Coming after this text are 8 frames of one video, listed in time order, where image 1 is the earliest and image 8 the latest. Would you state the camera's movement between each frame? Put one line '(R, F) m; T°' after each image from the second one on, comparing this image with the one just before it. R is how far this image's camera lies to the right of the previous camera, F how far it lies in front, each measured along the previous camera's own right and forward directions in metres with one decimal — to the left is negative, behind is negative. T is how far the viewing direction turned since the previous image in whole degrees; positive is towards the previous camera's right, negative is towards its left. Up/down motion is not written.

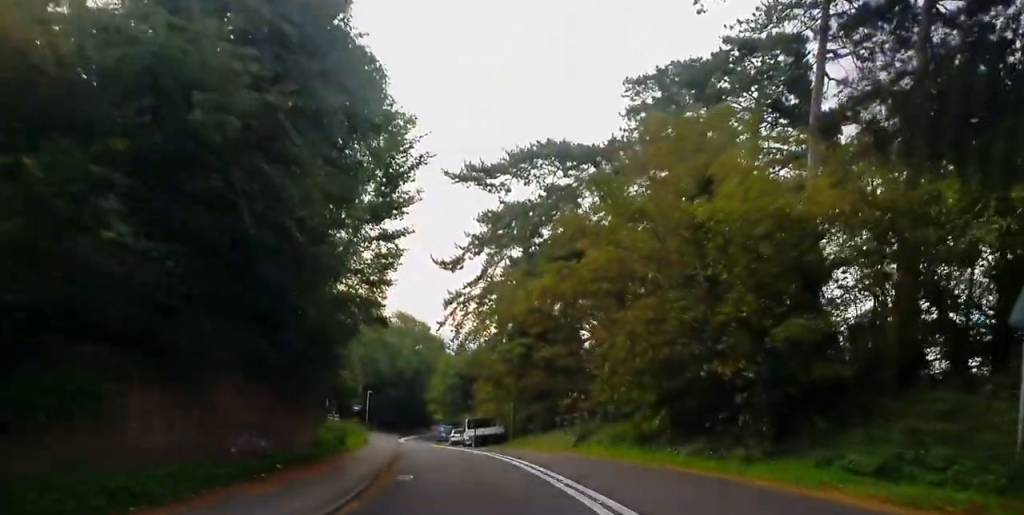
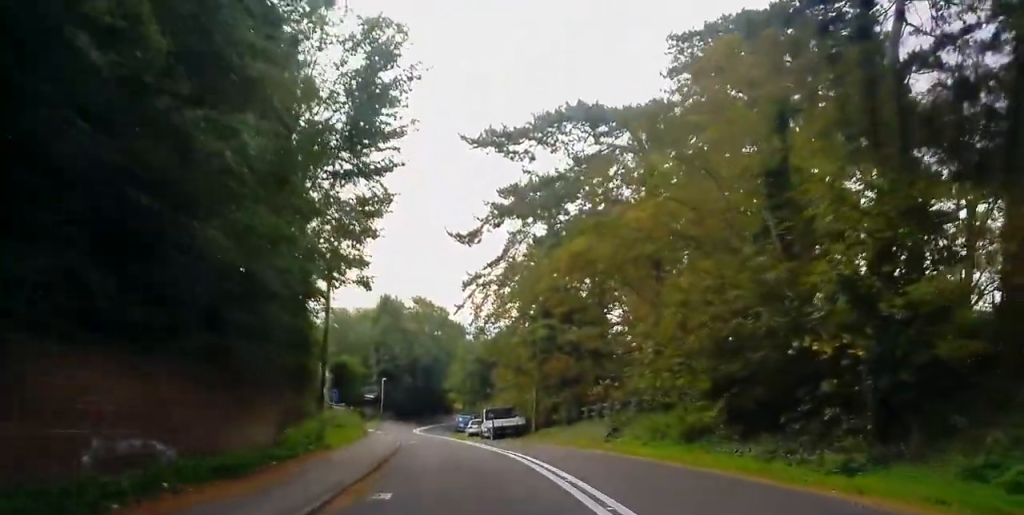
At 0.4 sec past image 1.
(+0.1, +5.0) m; 0°
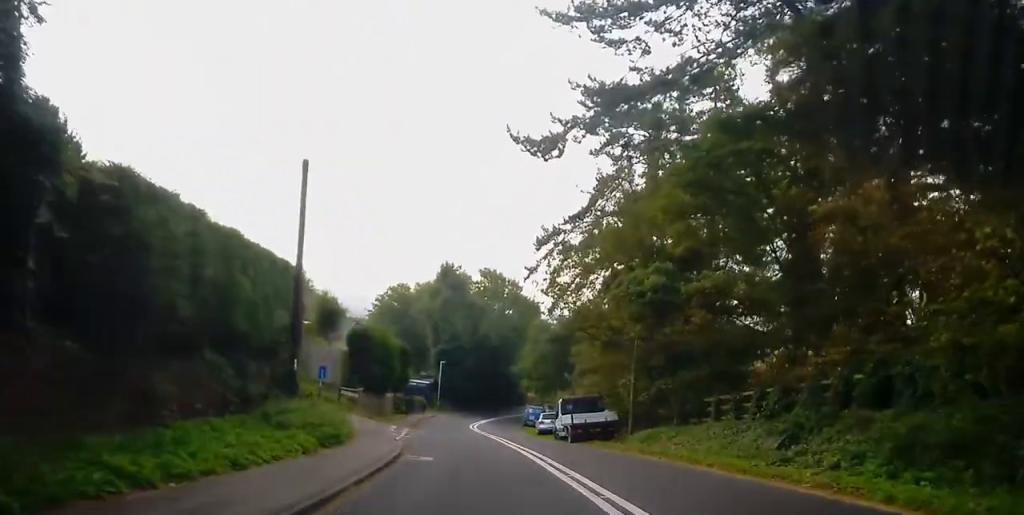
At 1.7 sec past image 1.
(-0.6, +14.9) m; -4°
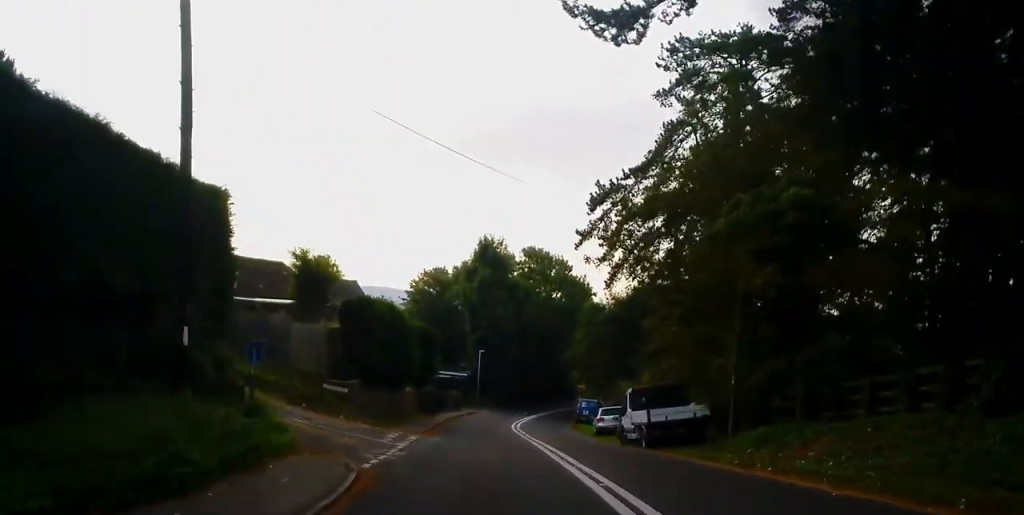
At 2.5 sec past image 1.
(-0.3, +10.3) m; -3°
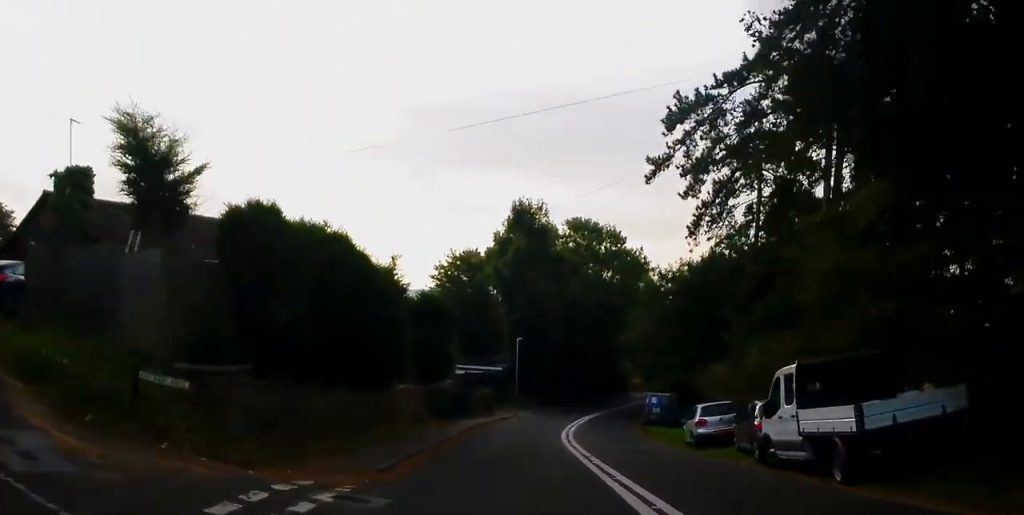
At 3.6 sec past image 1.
(-0.6, +14.0) m; -7°
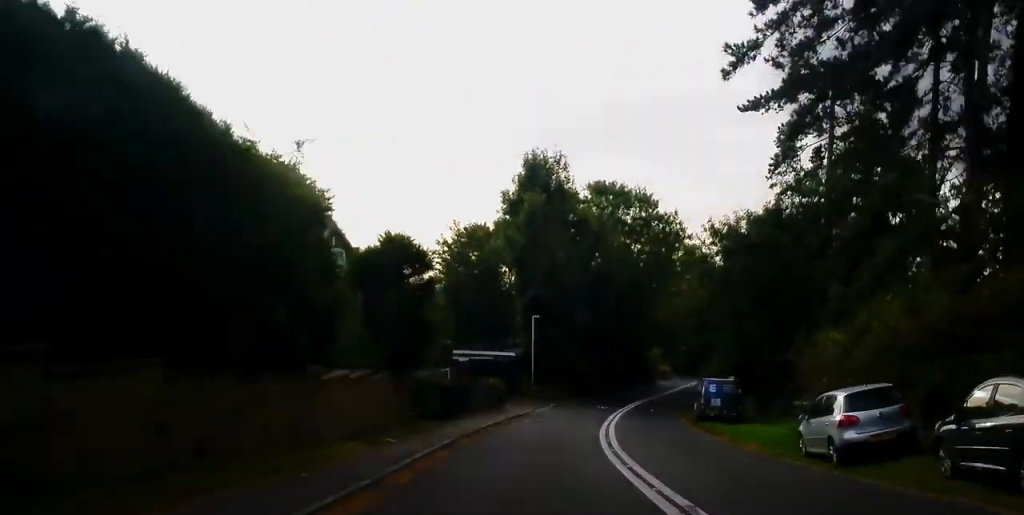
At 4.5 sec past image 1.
(-0.7, +10.6) m; -4°
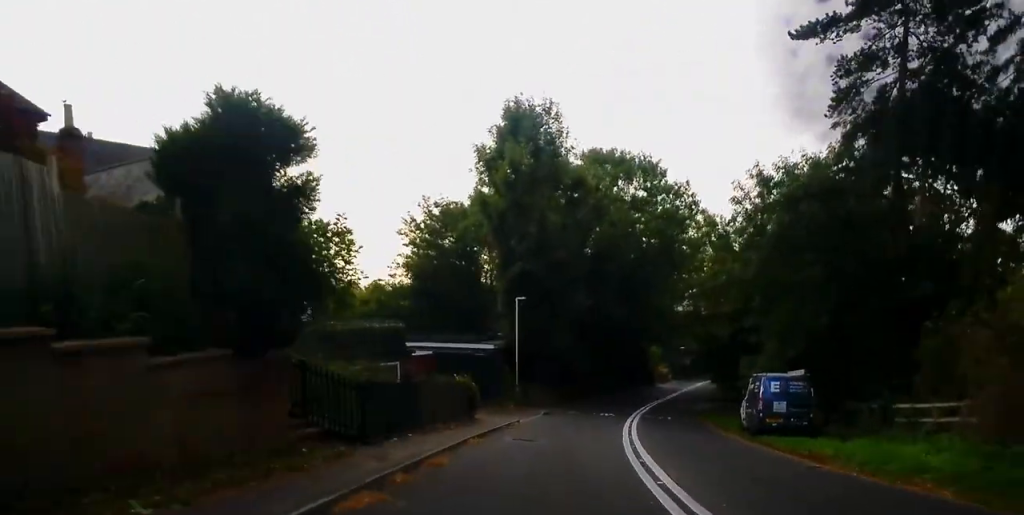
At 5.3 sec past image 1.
(-0.2, +10.7) m; -1°
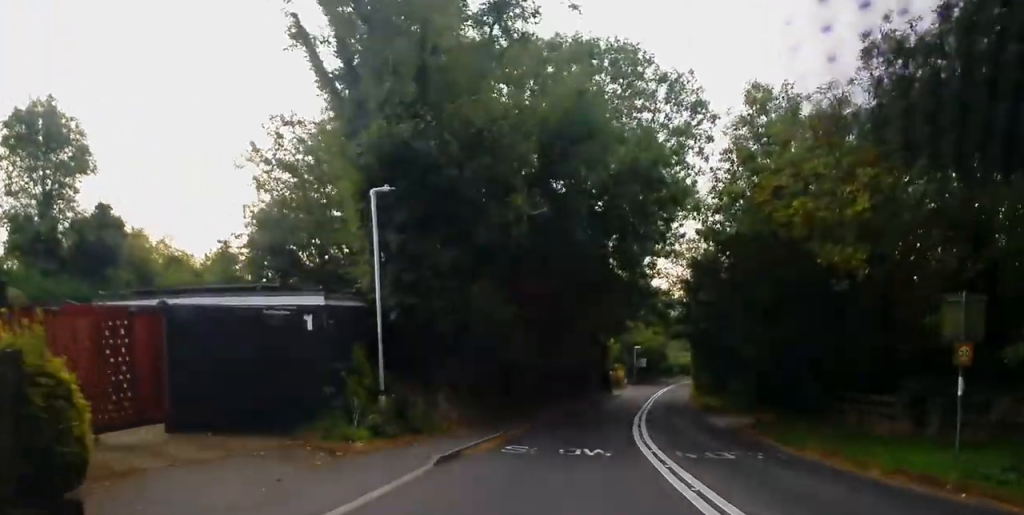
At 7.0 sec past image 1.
(+0.9, +21.6) m; +5°
